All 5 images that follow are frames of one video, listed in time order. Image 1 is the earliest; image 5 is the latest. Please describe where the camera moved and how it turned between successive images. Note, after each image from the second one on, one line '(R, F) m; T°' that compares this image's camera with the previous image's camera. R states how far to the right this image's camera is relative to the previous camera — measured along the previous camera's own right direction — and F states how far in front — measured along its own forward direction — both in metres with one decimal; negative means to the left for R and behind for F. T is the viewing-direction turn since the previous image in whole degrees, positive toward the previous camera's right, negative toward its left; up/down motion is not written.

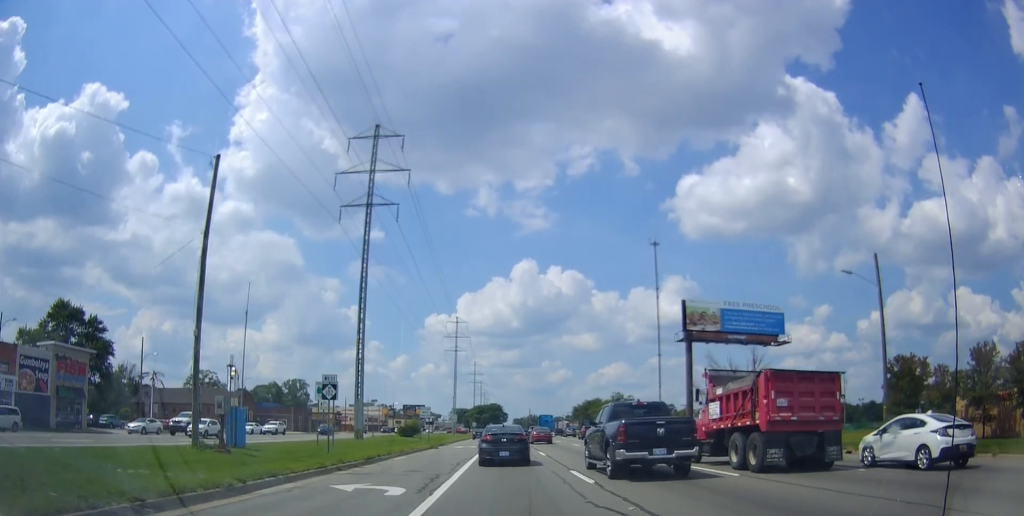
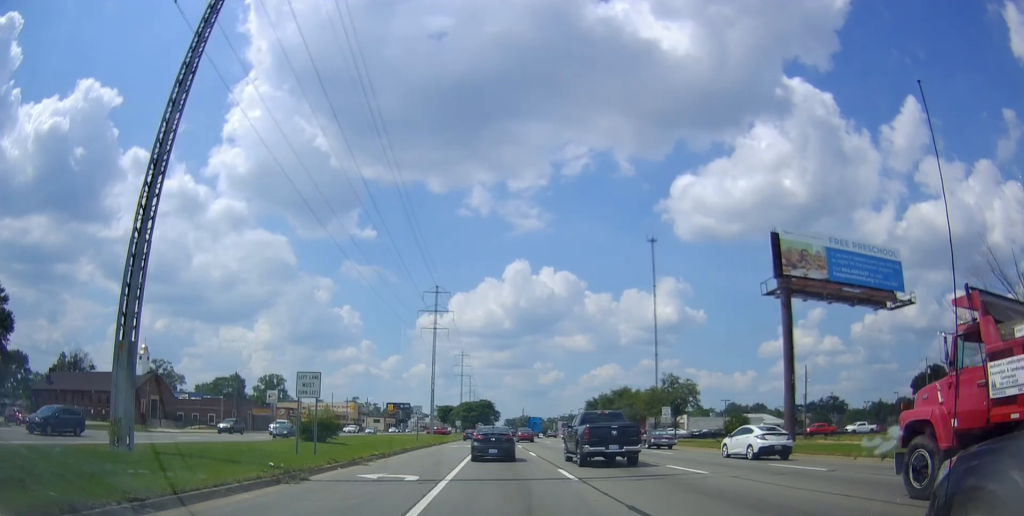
(+0.2, +28.7) m; 0°
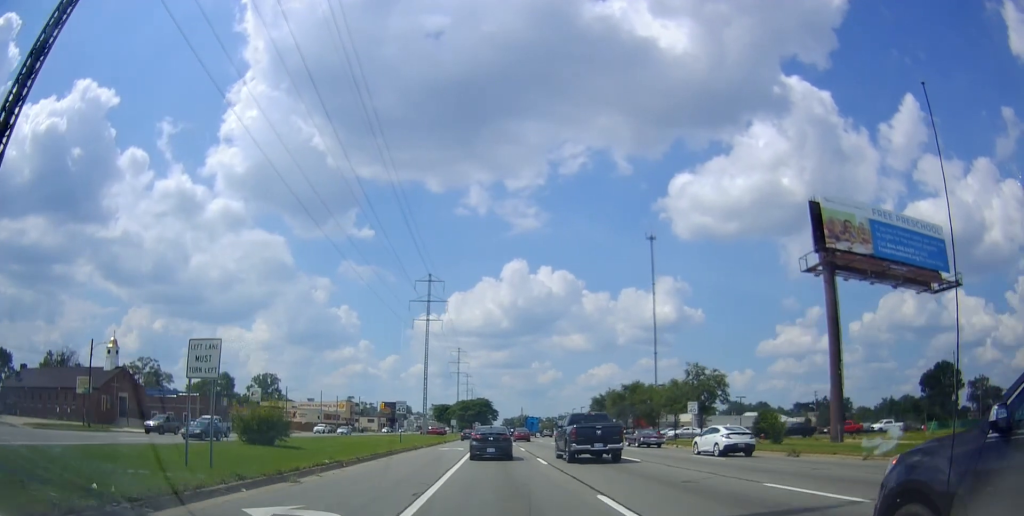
(-0.1, +7.6) m; 0°
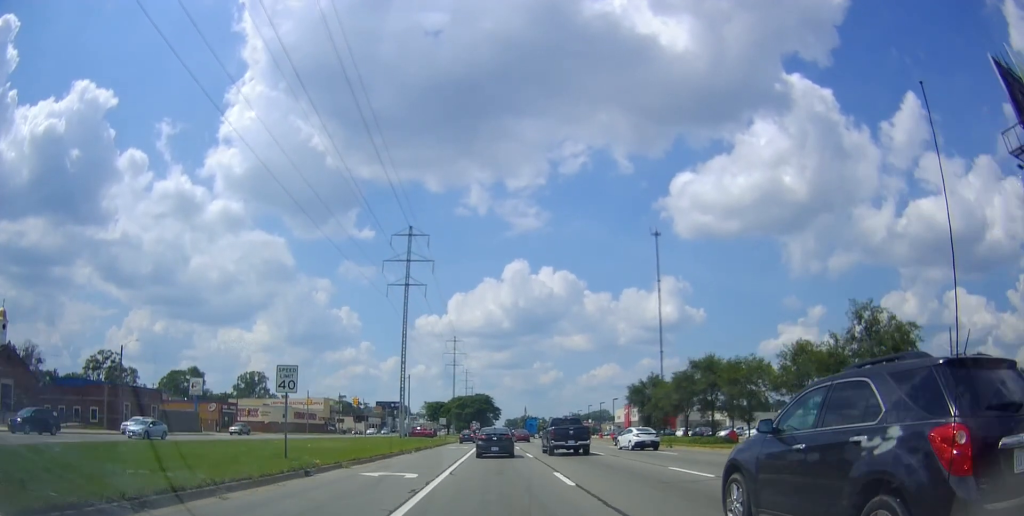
(0.0, +23.6) m; 0°
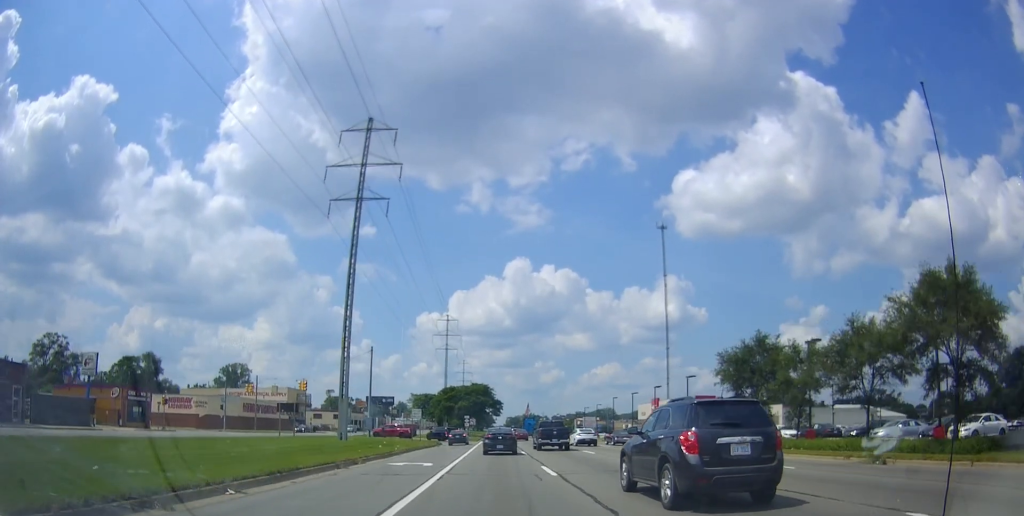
(+1.0, +26.7) m; +2°
